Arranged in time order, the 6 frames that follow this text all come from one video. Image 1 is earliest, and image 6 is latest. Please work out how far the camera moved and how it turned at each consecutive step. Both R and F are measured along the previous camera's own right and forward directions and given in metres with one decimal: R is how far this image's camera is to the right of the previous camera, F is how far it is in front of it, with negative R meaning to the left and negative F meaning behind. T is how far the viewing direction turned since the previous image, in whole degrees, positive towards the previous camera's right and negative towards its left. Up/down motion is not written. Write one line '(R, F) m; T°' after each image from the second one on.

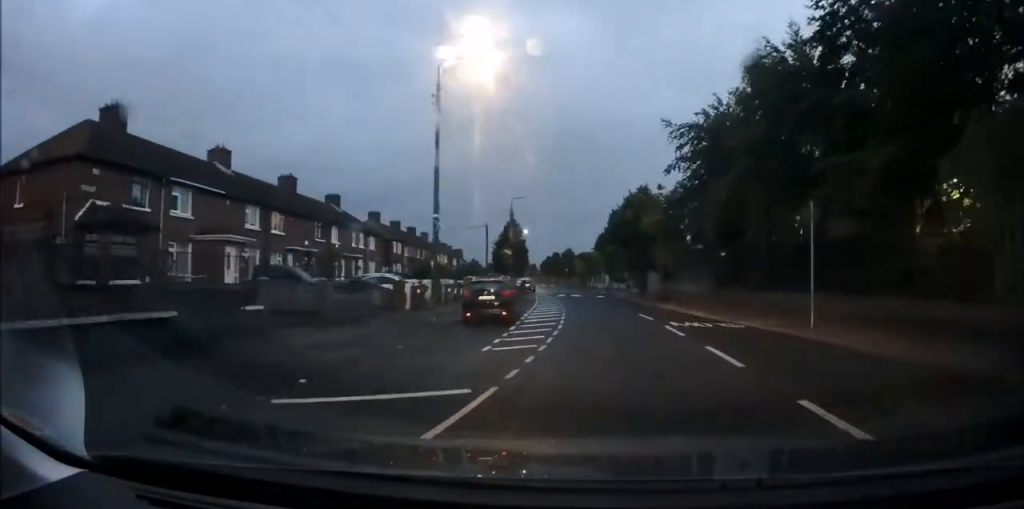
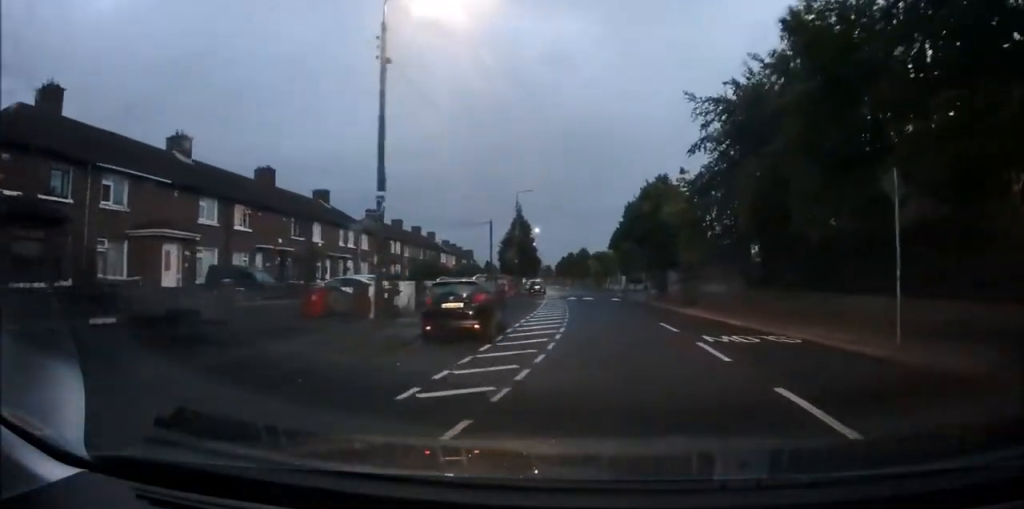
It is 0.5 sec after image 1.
(0.0, +4.9) m; -1°
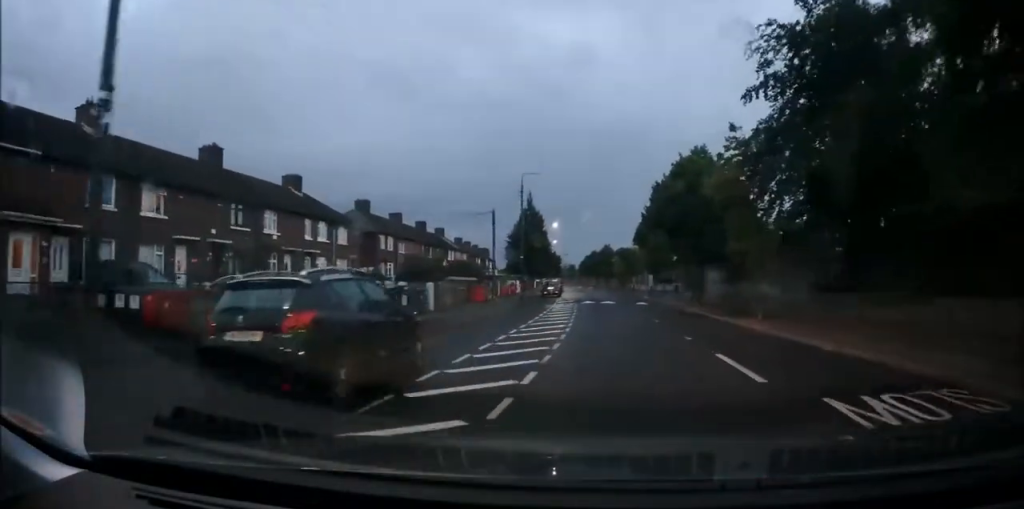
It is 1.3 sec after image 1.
(0.0, +8.1) m; -2°
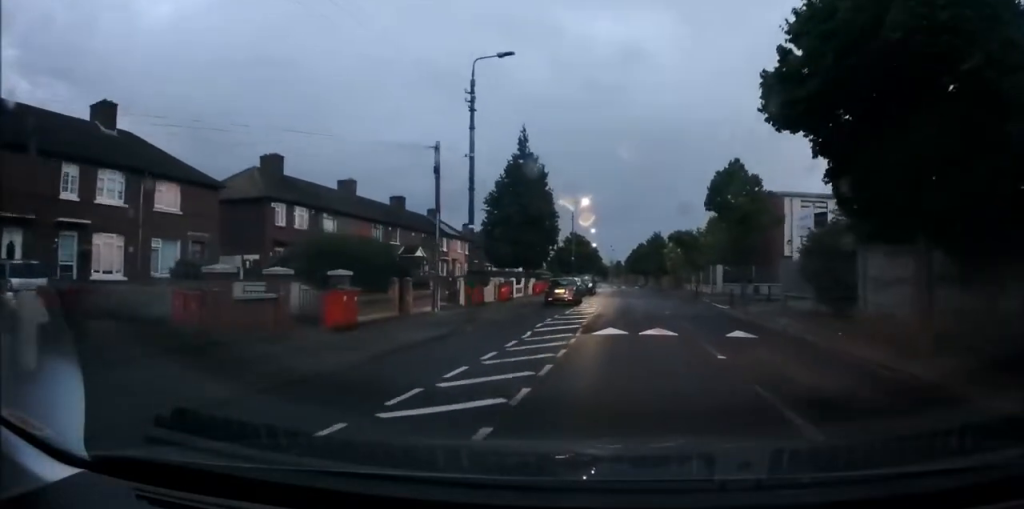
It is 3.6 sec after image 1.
(-1.1, +20.3) m; -3°
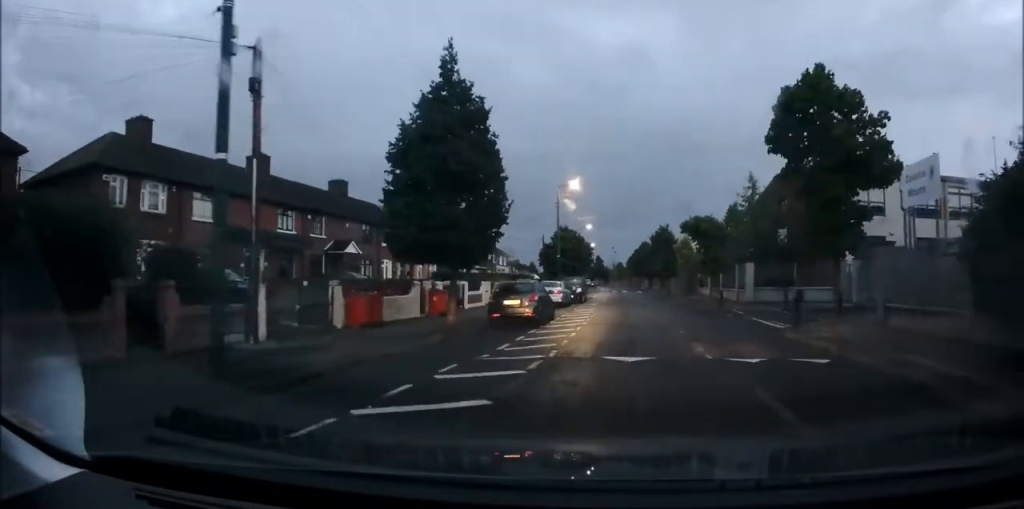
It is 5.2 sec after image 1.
(+0.1, +11.1) m; -4°
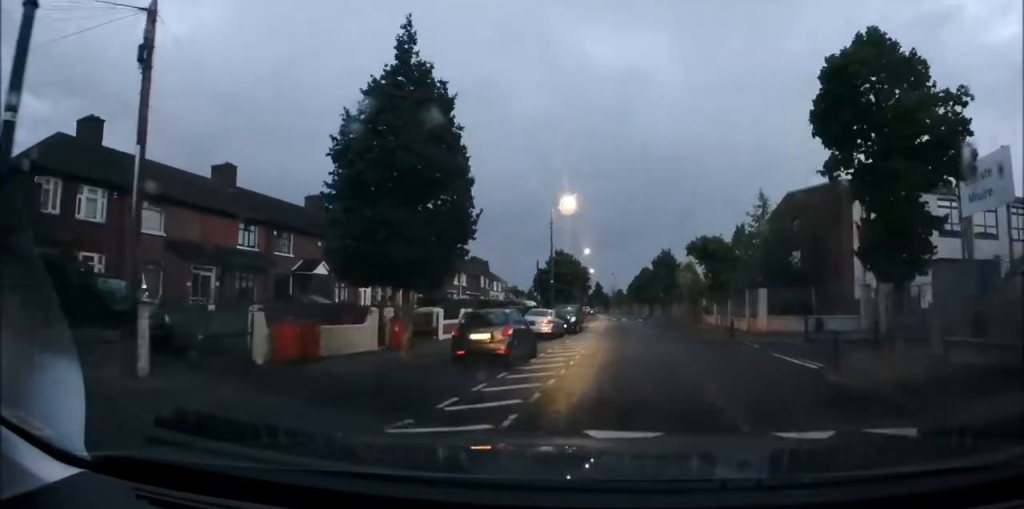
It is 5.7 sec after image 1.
(-0.3, +3.7) m; 0°
